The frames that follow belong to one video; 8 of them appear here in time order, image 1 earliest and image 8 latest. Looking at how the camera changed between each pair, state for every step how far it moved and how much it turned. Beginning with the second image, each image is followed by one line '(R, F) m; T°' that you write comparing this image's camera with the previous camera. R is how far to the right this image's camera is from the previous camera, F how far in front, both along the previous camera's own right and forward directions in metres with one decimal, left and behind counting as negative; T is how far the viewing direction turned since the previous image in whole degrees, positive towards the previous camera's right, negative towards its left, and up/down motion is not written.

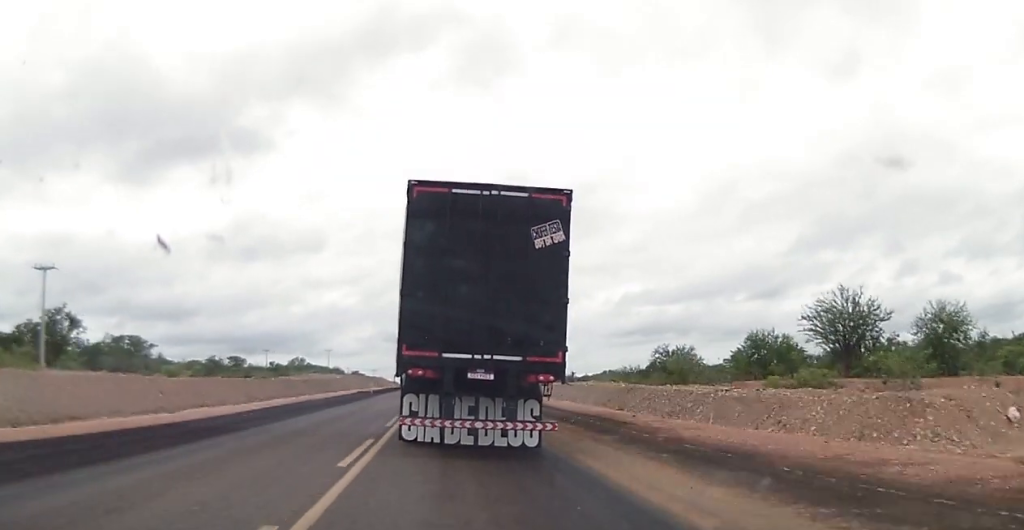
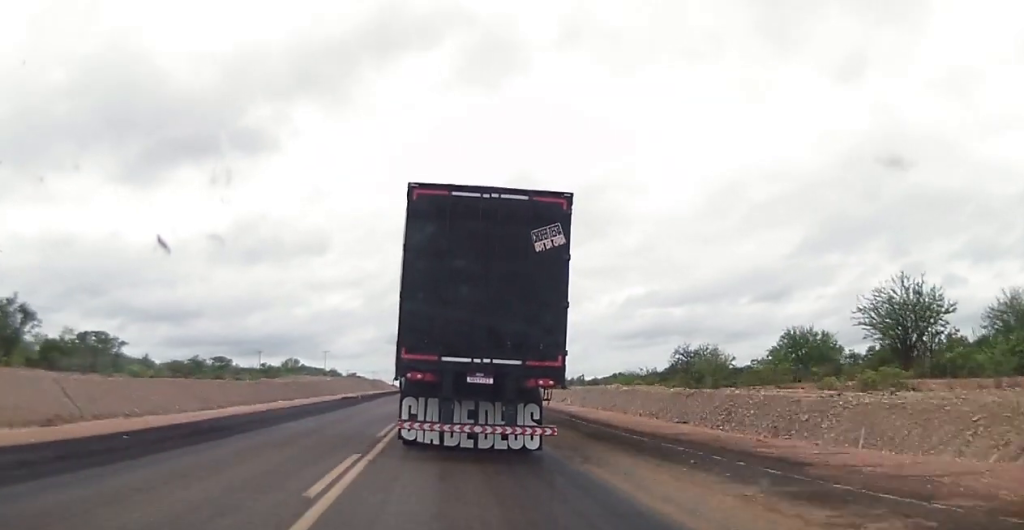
(+0.2, +10.3) m; +2°
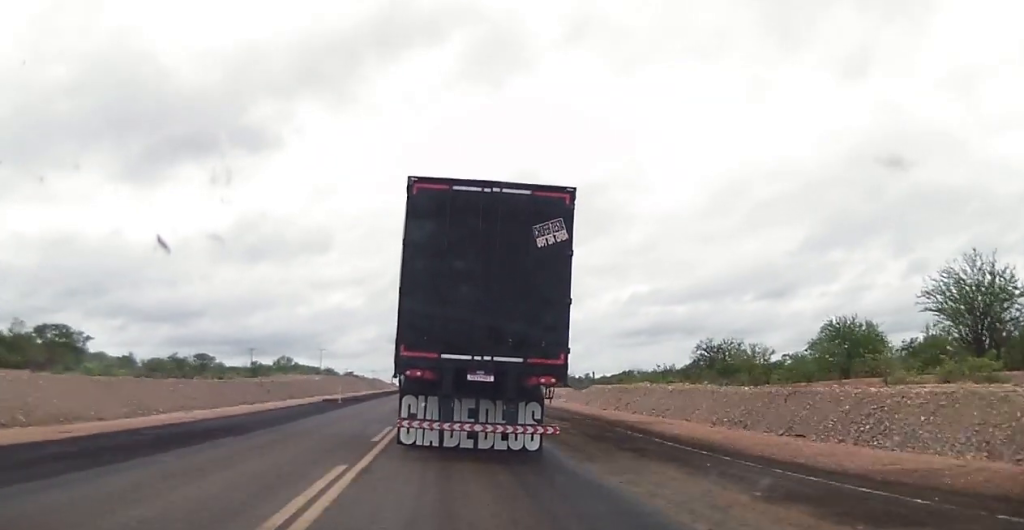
(+0.2, +9.9) m; +1°
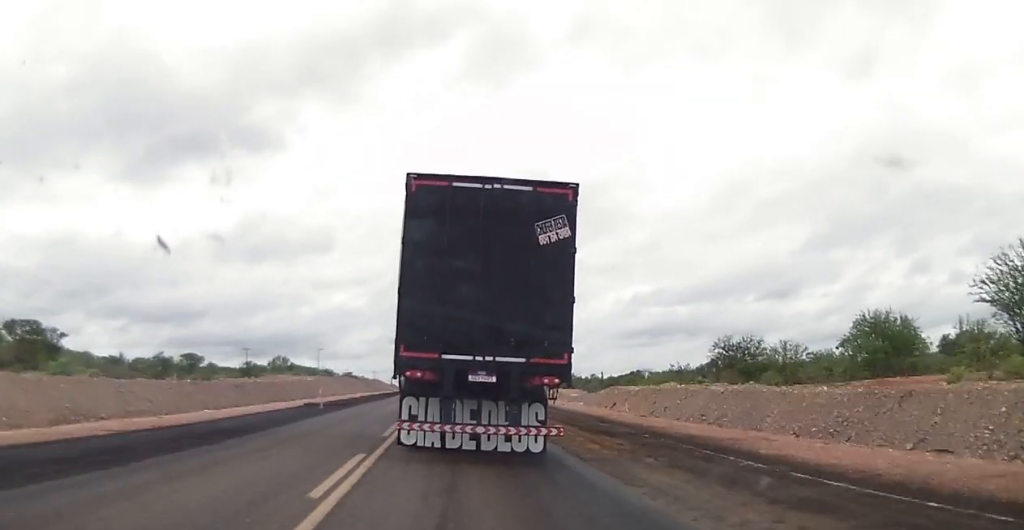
(0.0, +6.5) m; 0°
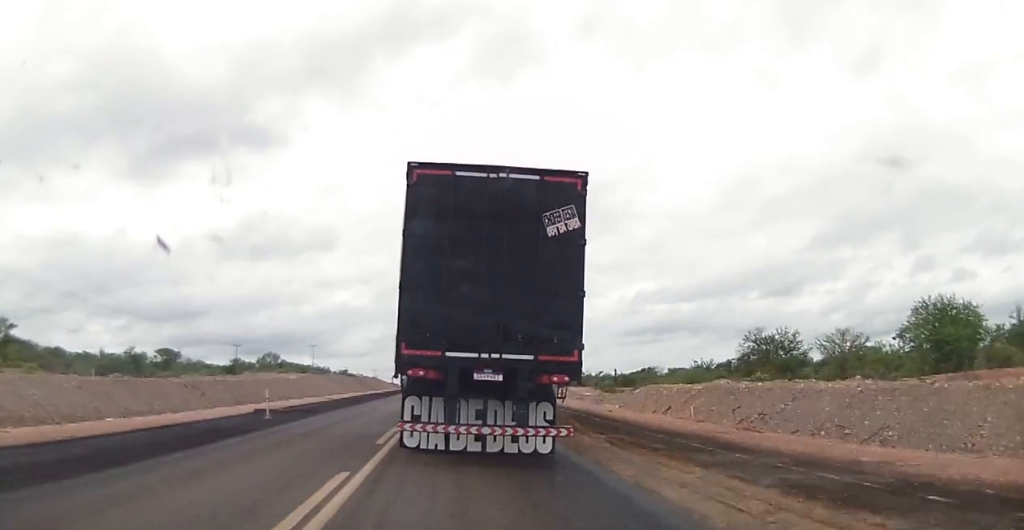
(-0.1, +10.4) m; 0°
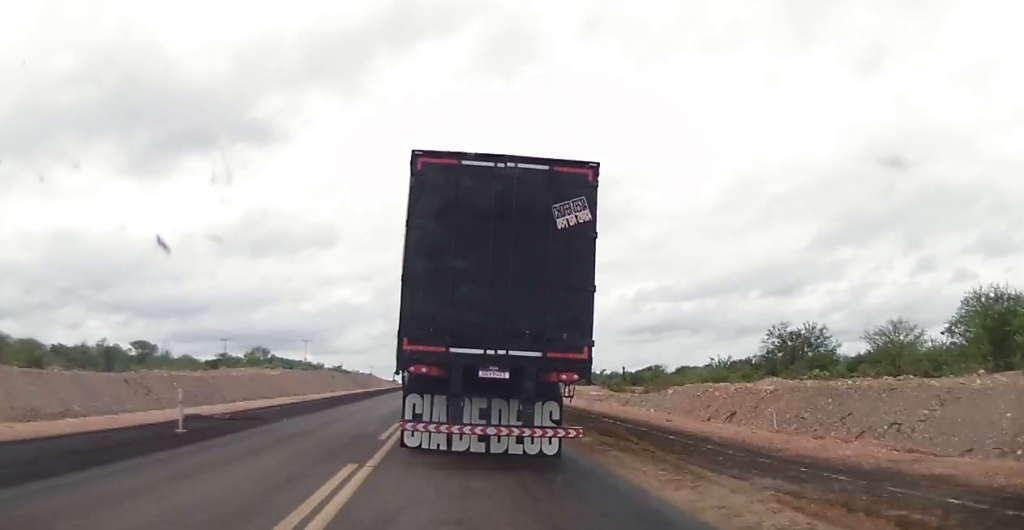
(0.0, +7.7) m; 0°
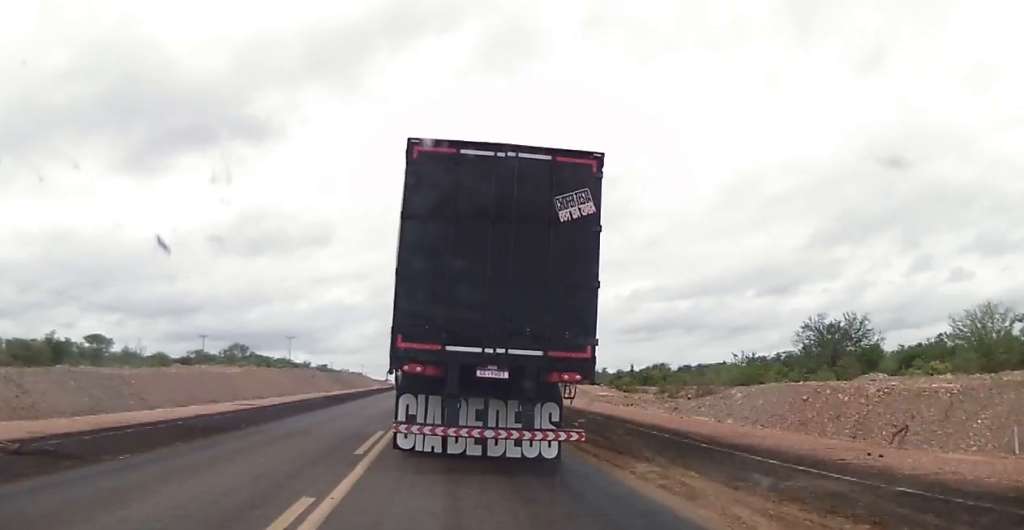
(+0.1, +10.9) m; 0°
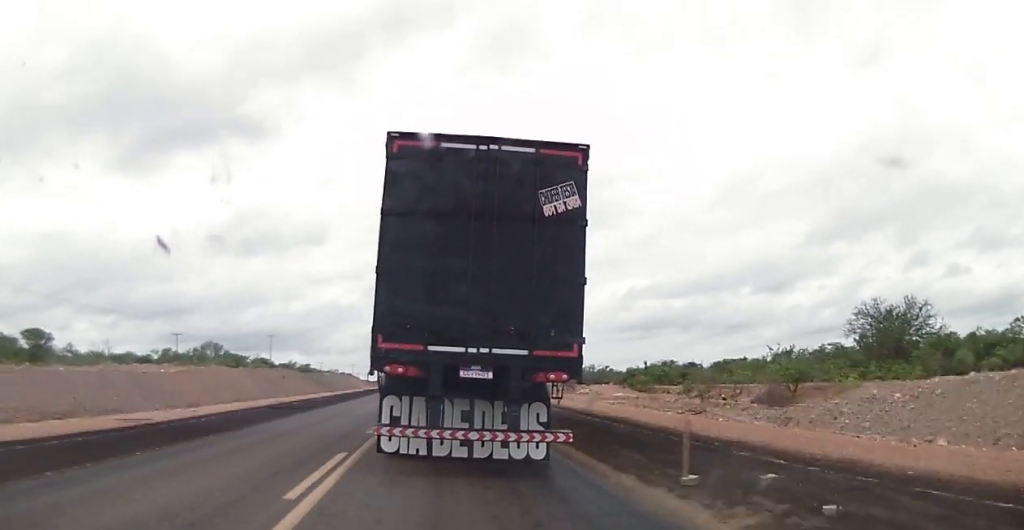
(-0.1, +12.5) m; -2°
